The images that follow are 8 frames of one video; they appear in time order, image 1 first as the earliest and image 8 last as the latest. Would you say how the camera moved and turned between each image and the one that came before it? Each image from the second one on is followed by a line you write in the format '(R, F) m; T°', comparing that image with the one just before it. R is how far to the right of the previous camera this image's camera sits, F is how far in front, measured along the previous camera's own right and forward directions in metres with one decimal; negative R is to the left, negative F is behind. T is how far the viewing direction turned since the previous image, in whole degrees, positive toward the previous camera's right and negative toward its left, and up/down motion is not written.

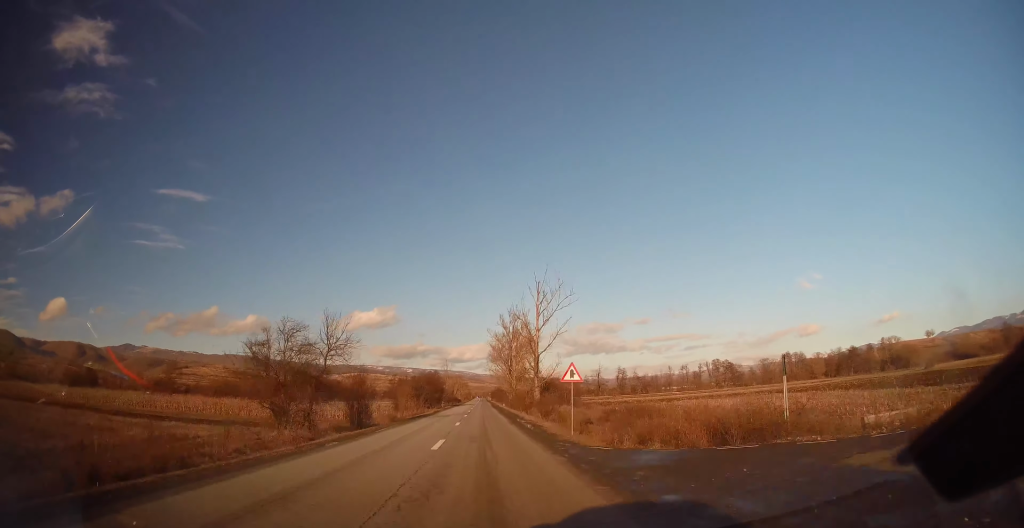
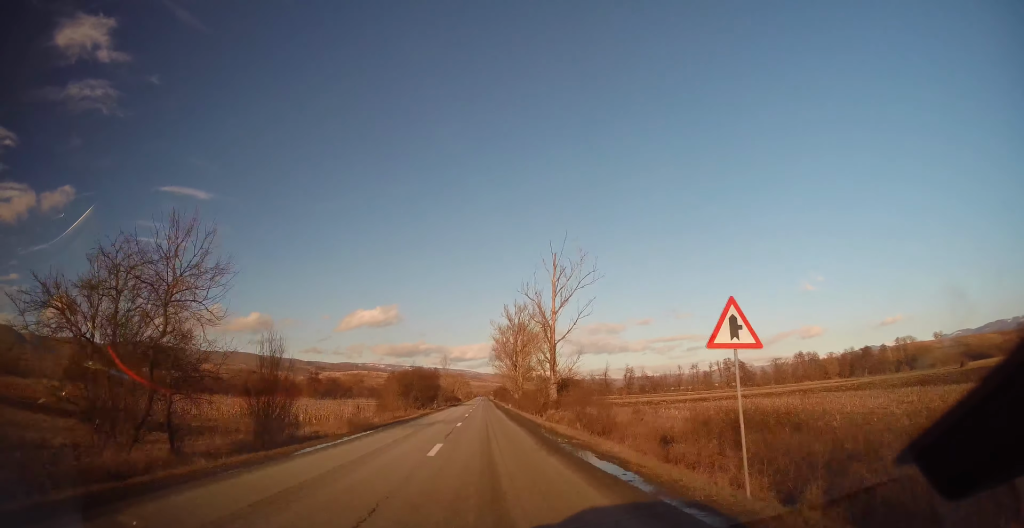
(-0.1, +13.5) m; 0°
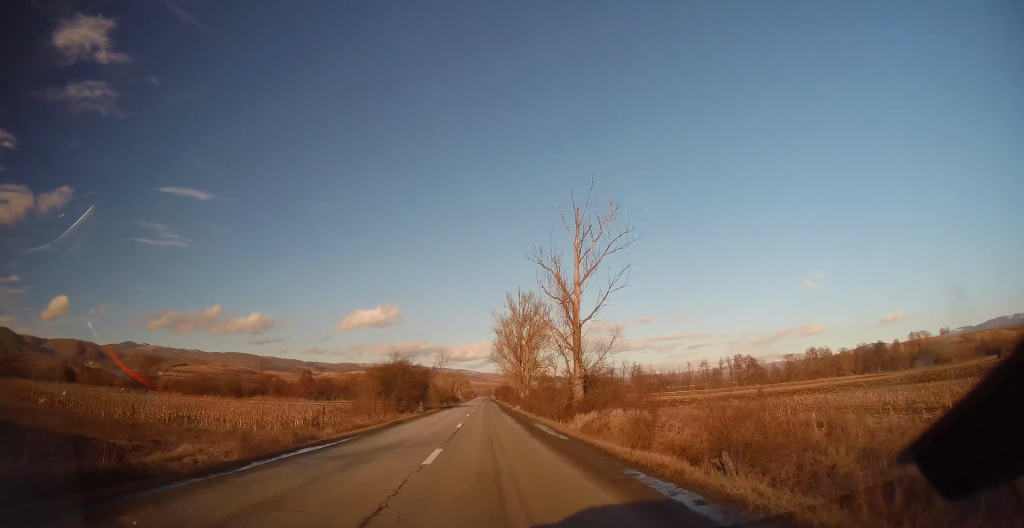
(+0.1, +13.6) m; 0°
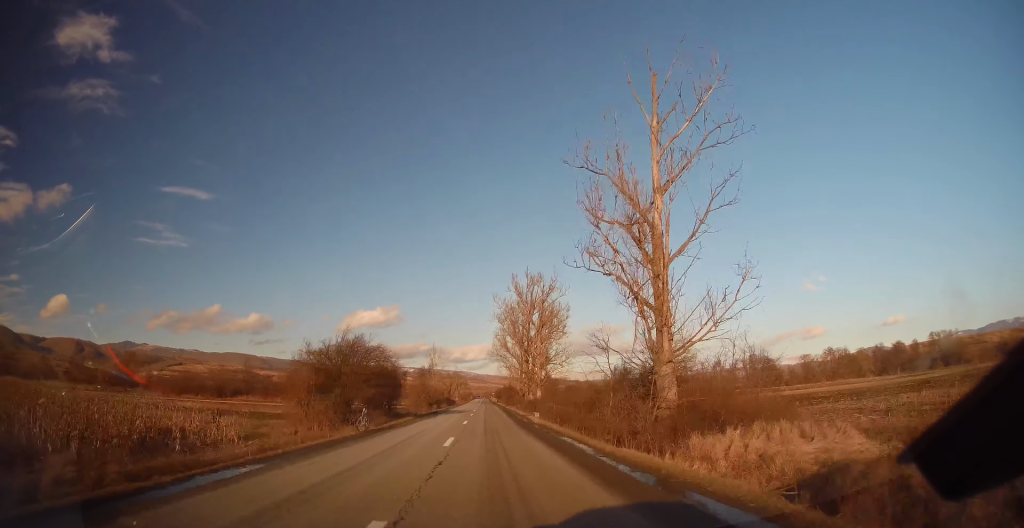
(+0.1, +19.5) m; 0°
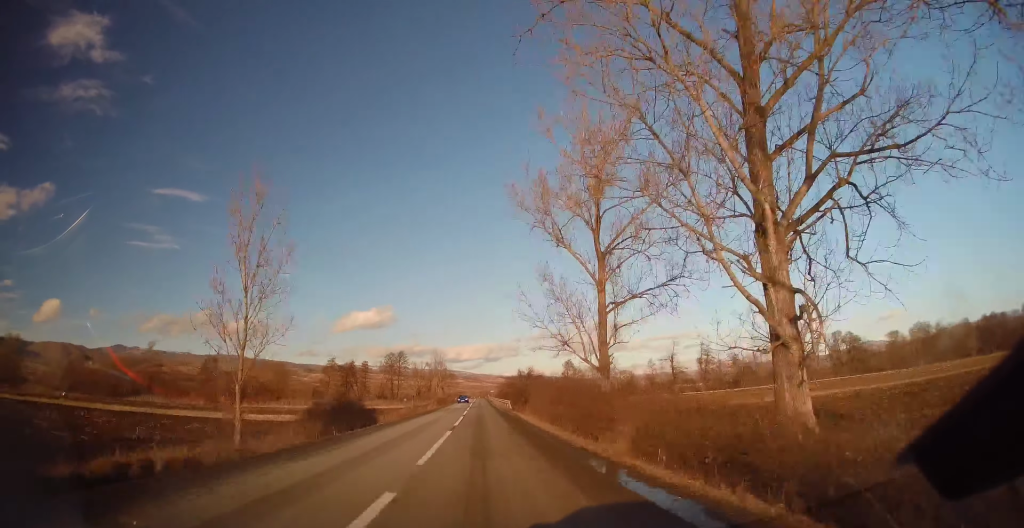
(+0.4, +81.0) m; 0°
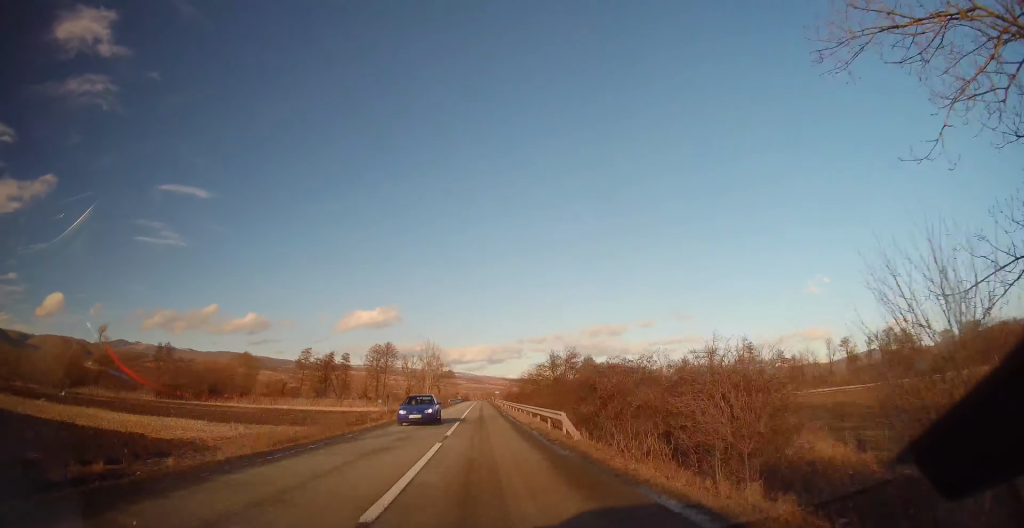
(-0.3, +31.0) m; 0°
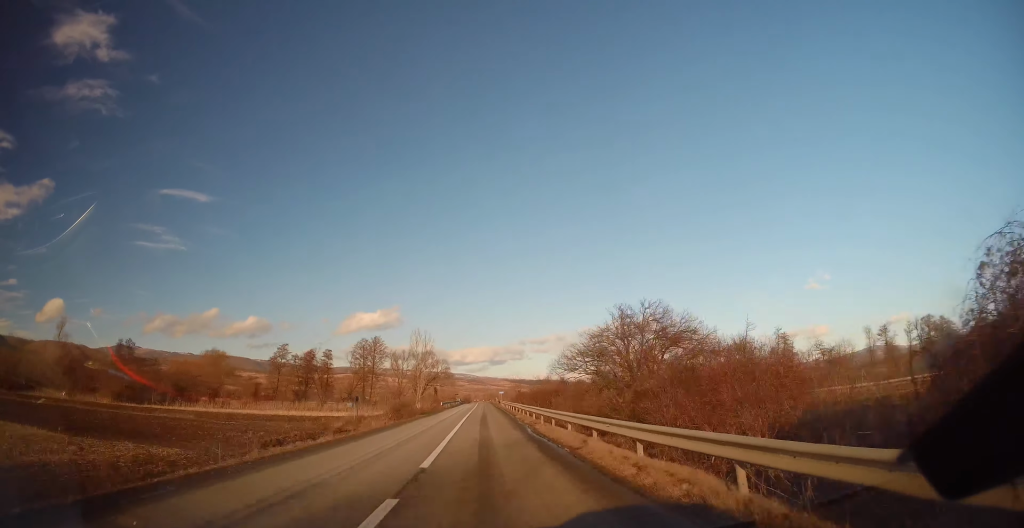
(+0.2, +20.2) m; 0°
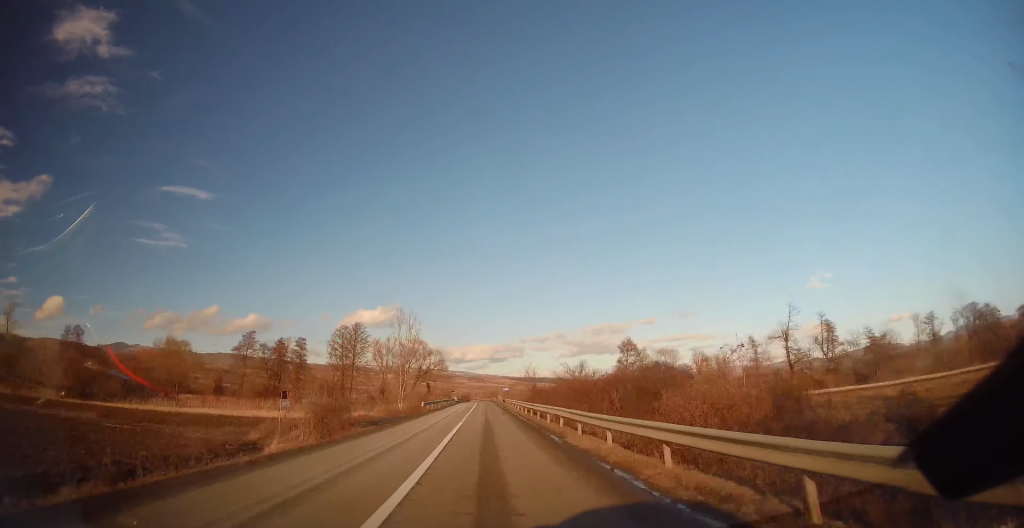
(0.0, +21.1) m; 0°
